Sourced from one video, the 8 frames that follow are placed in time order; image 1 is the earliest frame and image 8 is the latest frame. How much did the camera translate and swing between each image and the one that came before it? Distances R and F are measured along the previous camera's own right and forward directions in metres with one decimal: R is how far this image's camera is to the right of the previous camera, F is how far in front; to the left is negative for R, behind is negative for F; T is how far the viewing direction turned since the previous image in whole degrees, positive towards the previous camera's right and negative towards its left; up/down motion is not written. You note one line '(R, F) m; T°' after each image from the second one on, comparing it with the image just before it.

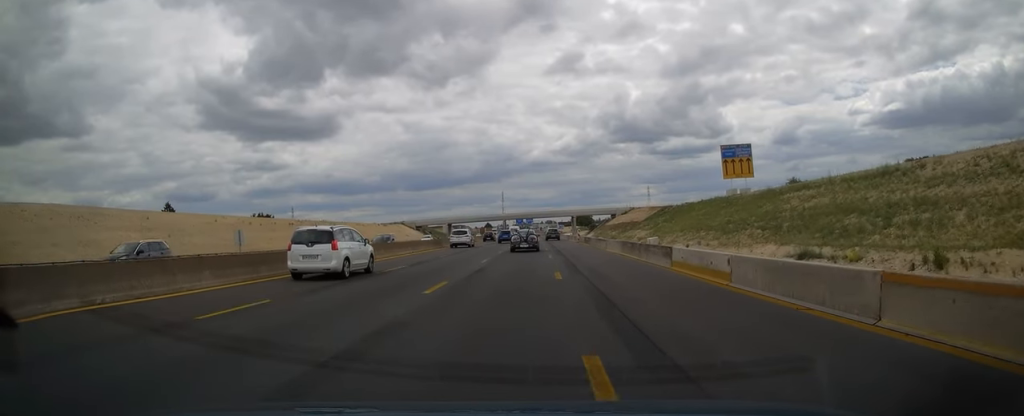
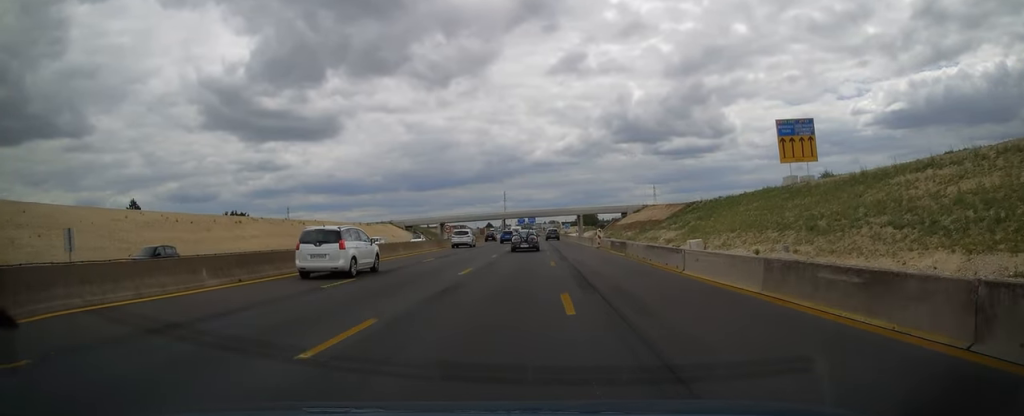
(0.0, +20.0) m; 0°
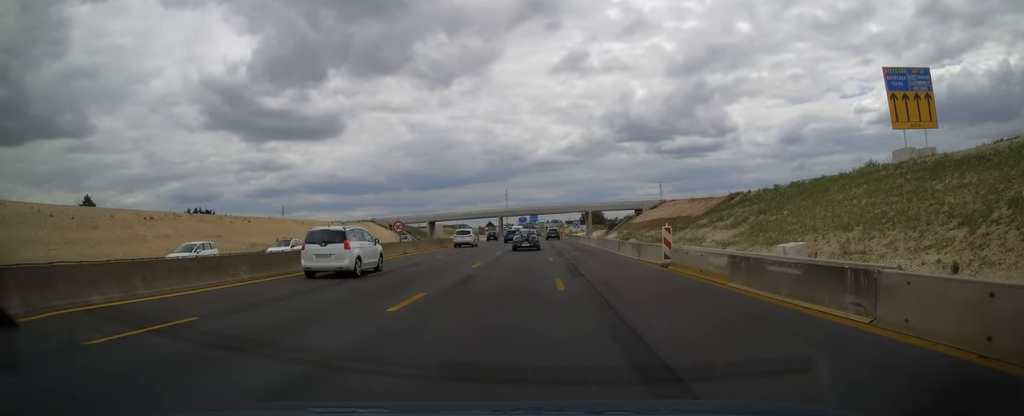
(0.0, +22.1) m; 0°
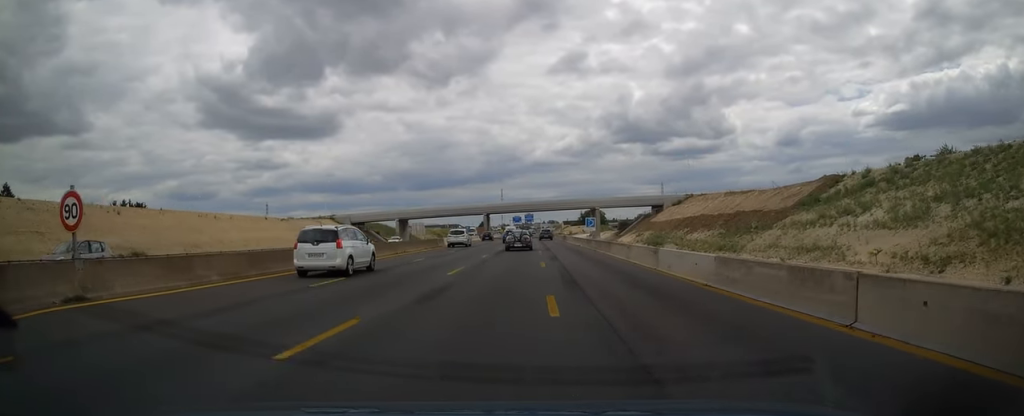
(-0.1, +29.9) m; 0°
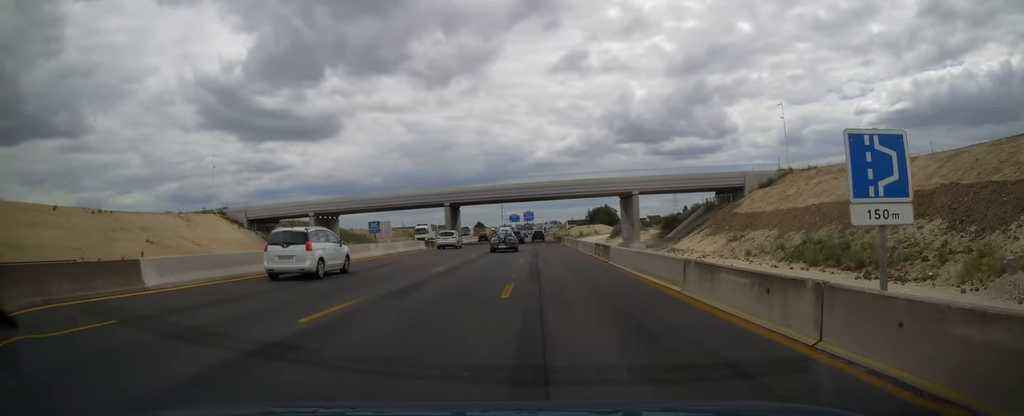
(+0.2, +48.3) m; 0°
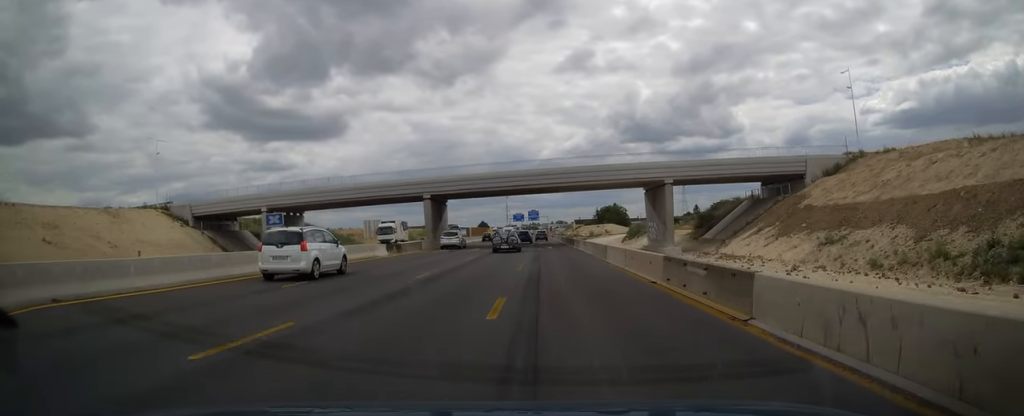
(-0.1, +16.0) m; 0°
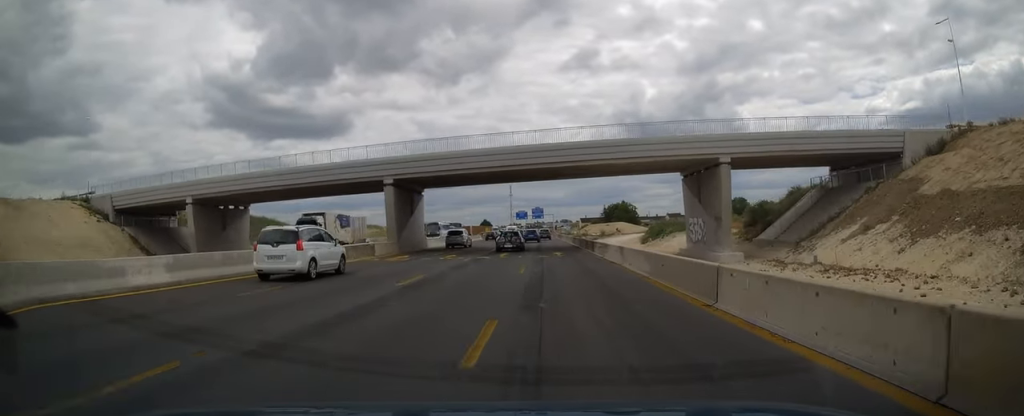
(0.0, +16.1) m; 0°
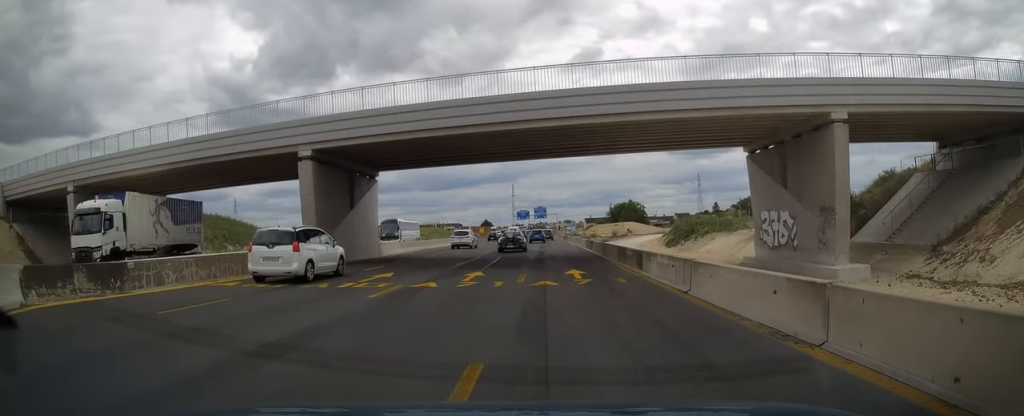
(0.0, +15.8) m; 0°
